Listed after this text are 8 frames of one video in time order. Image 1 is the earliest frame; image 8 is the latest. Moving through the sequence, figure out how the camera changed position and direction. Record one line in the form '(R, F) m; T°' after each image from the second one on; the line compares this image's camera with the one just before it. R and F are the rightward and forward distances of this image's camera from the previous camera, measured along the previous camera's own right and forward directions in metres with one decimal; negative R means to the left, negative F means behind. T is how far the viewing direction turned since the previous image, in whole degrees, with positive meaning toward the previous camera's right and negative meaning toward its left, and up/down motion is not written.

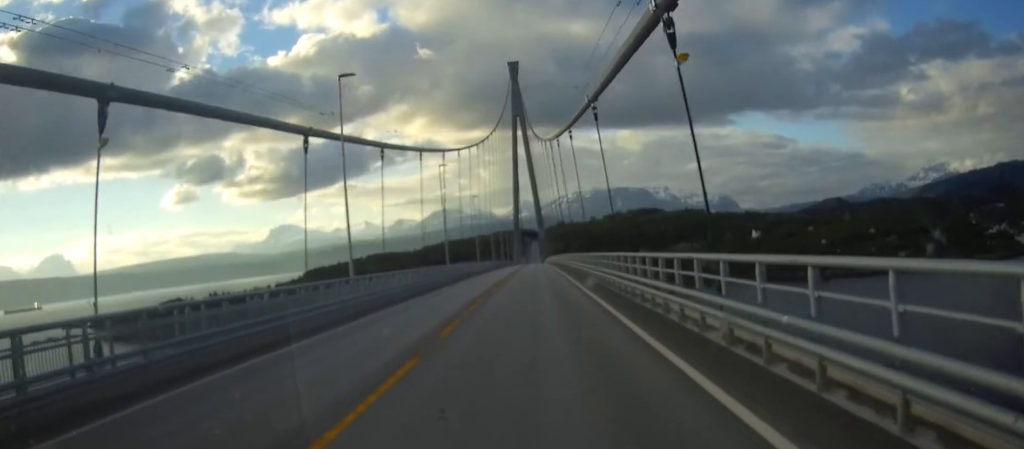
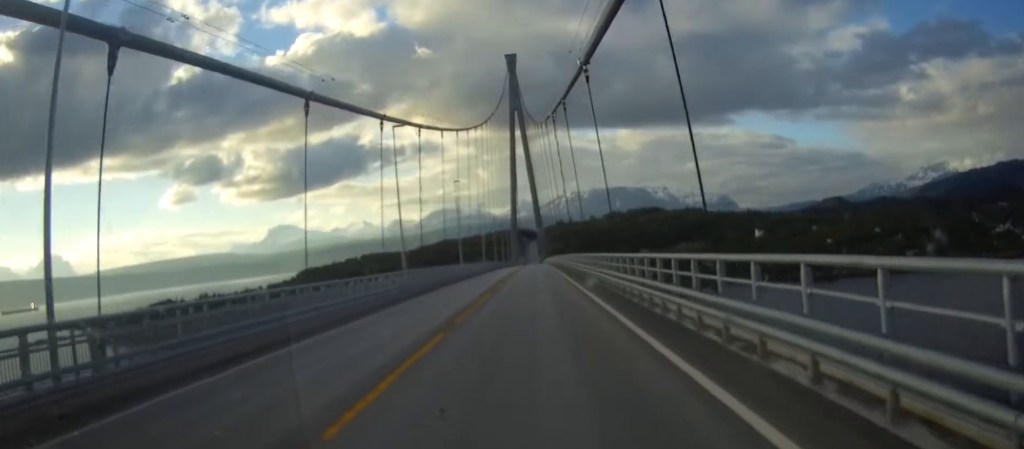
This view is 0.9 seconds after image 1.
(0.0, +19.6) m; 0°
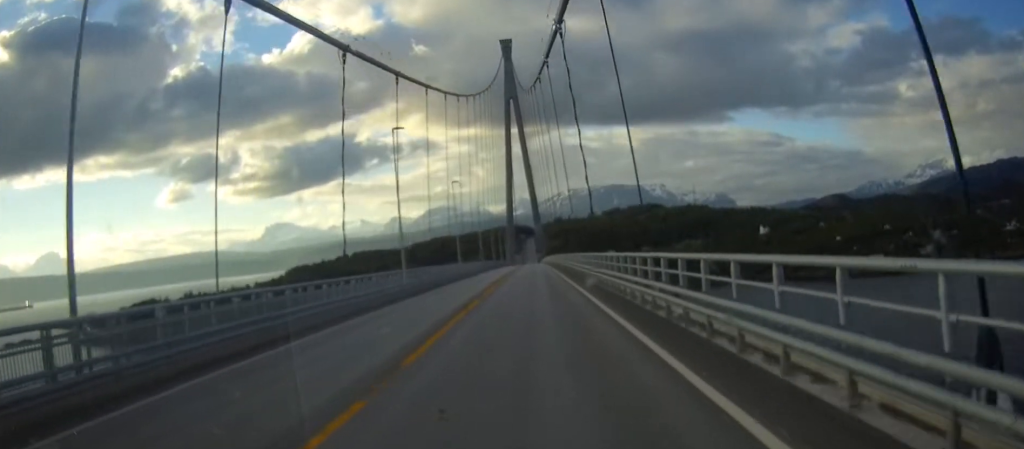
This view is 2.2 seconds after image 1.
(+0.1, +31.1) m; 0°
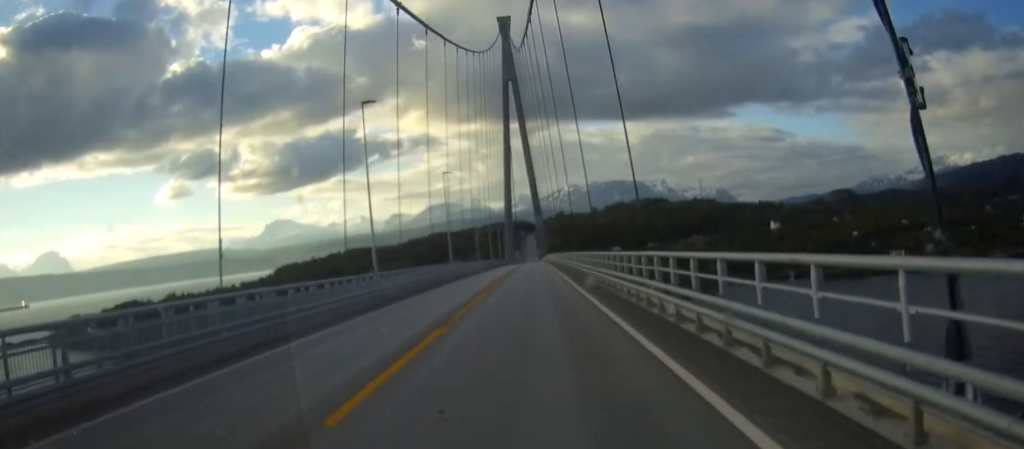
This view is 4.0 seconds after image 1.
(0.0, +39.6) m; 0°
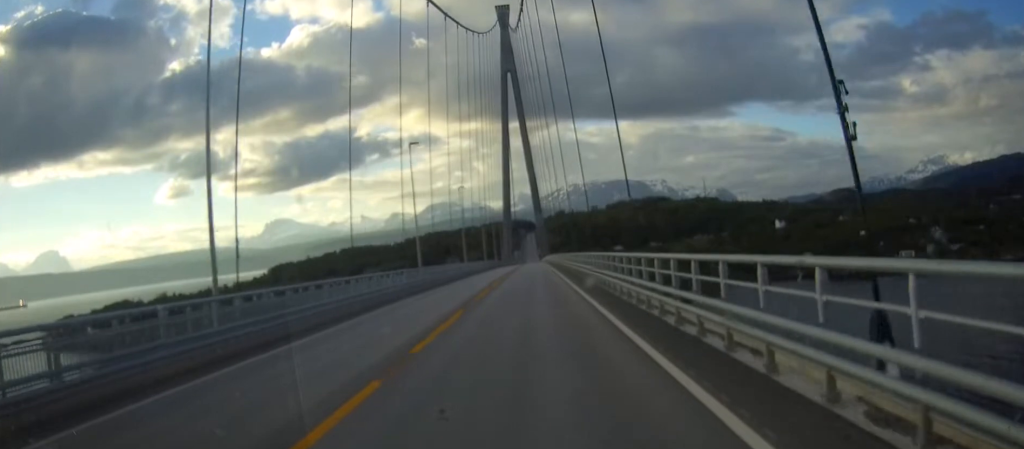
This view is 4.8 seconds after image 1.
(0.0, +18.2) m; 0°
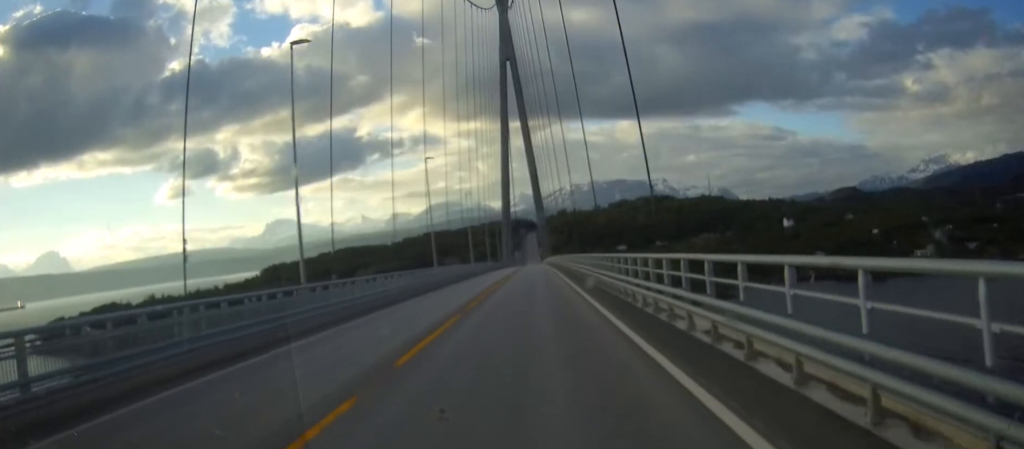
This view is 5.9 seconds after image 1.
(0.0, +25.0) m; 0°
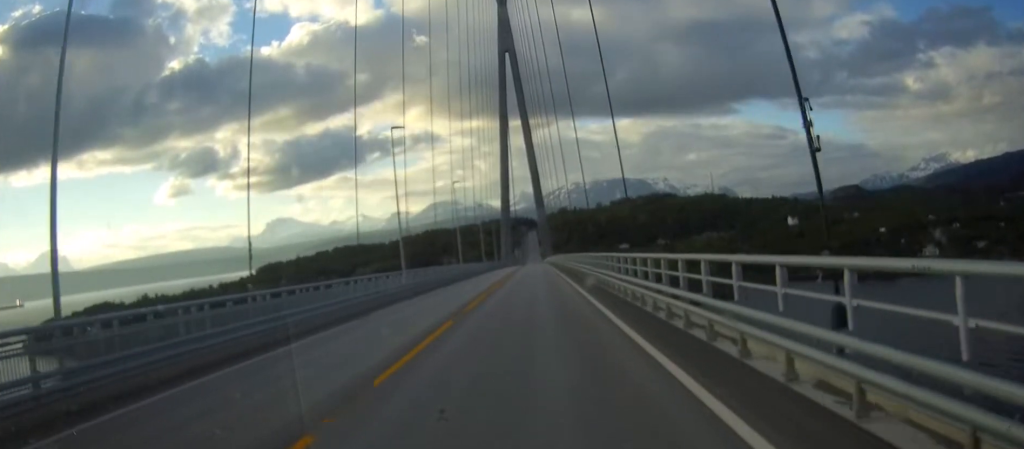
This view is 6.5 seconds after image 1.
(0.0, +13.6) m; 0°
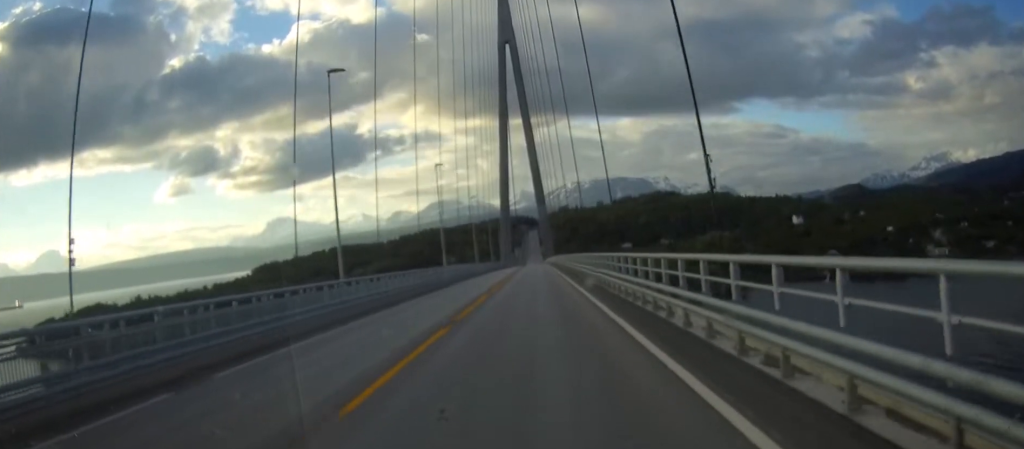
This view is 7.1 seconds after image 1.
(0.0, +13.6) m; 0°
